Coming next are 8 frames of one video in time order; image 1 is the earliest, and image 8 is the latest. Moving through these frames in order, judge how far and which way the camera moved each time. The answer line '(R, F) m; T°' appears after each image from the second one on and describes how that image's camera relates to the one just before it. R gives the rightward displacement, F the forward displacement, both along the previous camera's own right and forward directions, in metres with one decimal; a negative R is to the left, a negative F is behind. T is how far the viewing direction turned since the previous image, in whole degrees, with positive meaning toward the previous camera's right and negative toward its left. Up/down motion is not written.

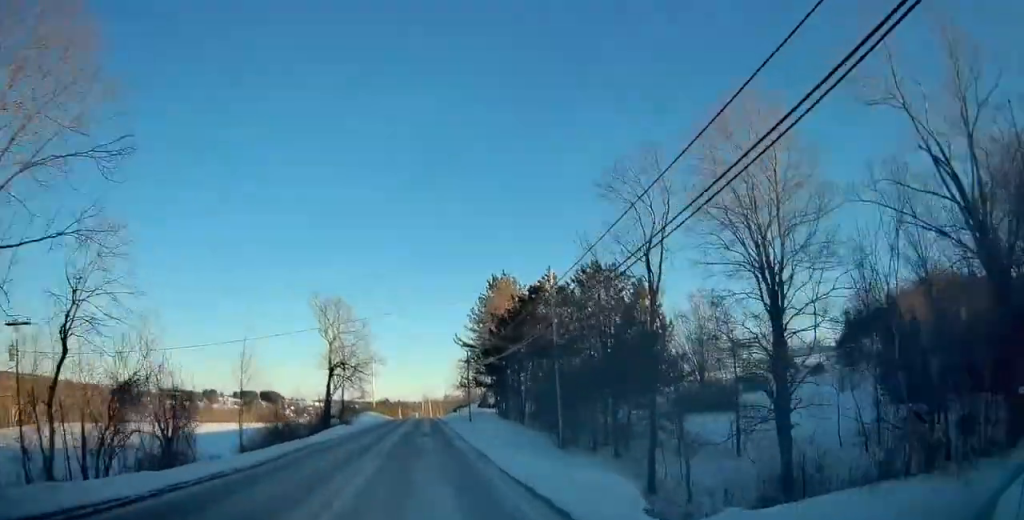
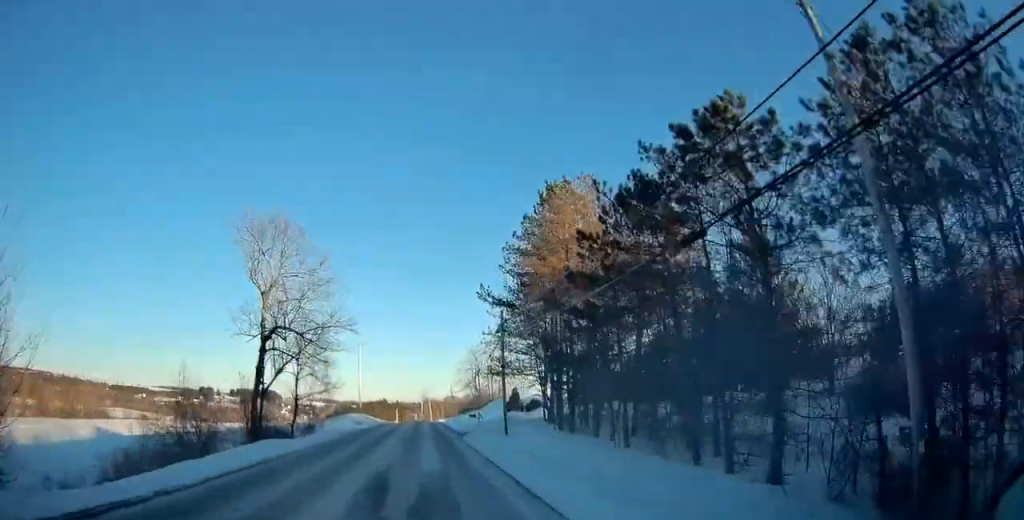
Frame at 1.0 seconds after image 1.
(-0.3, +24.8) m; 0°
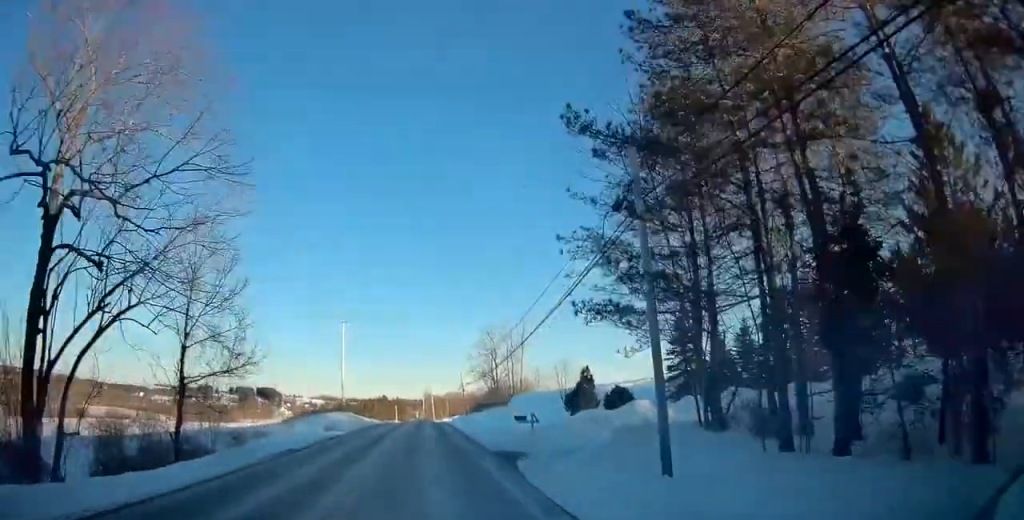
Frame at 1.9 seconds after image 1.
(-0.1, +21.5) m; 0°
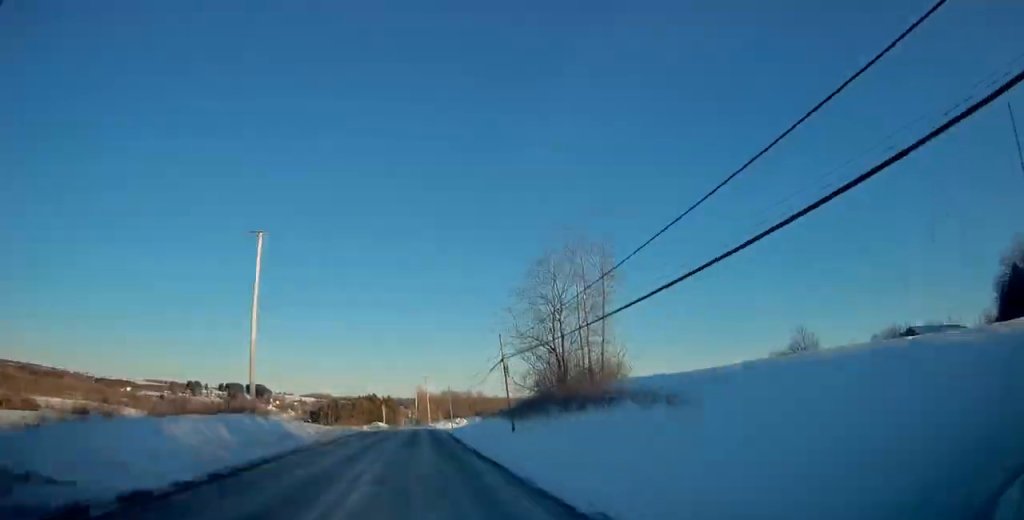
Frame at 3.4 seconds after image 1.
(+0.3, +37.9) m; 0°
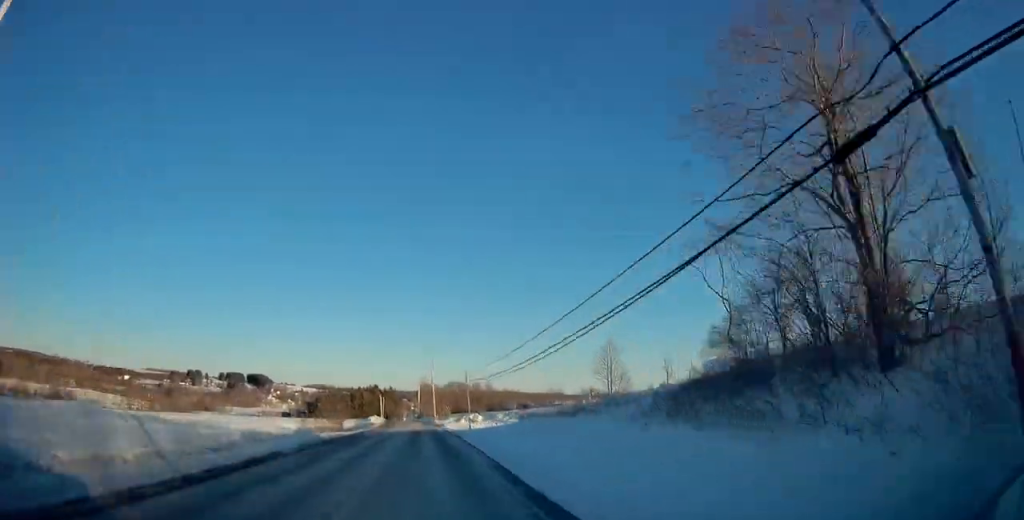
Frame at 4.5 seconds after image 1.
(0.0, +28.0) m; 0°
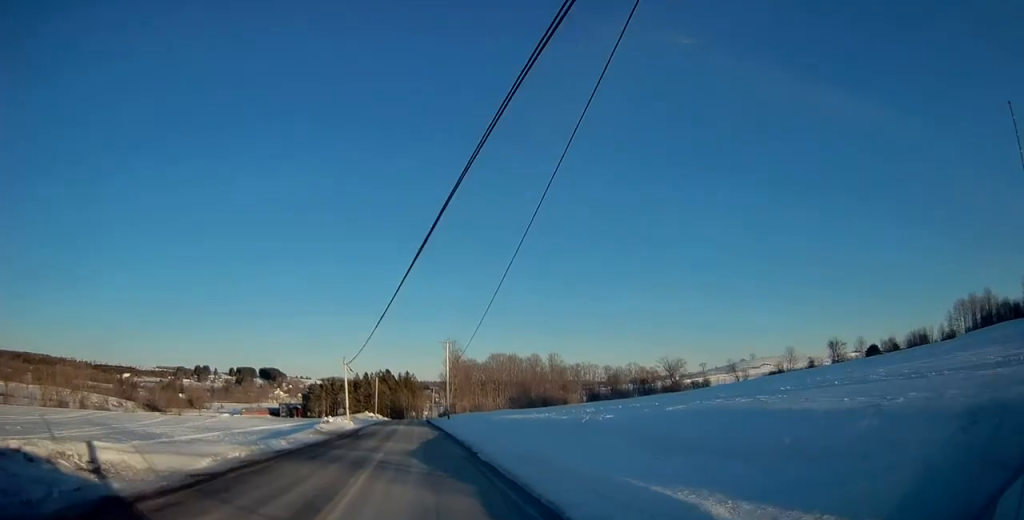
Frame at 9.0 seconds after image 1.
(-2.0, +110.2) m; -3°
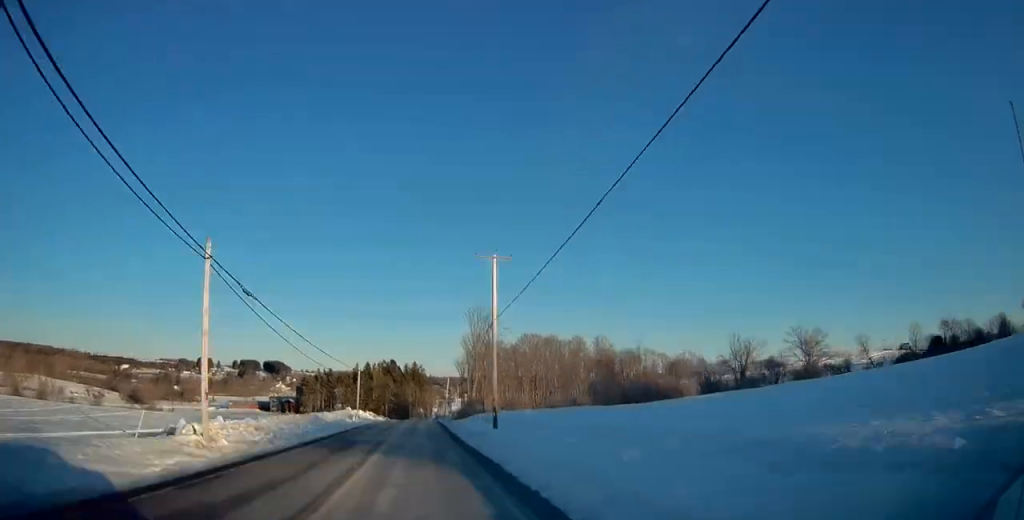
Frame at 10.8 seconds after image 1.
(-0.5, +44.9) m; 0°
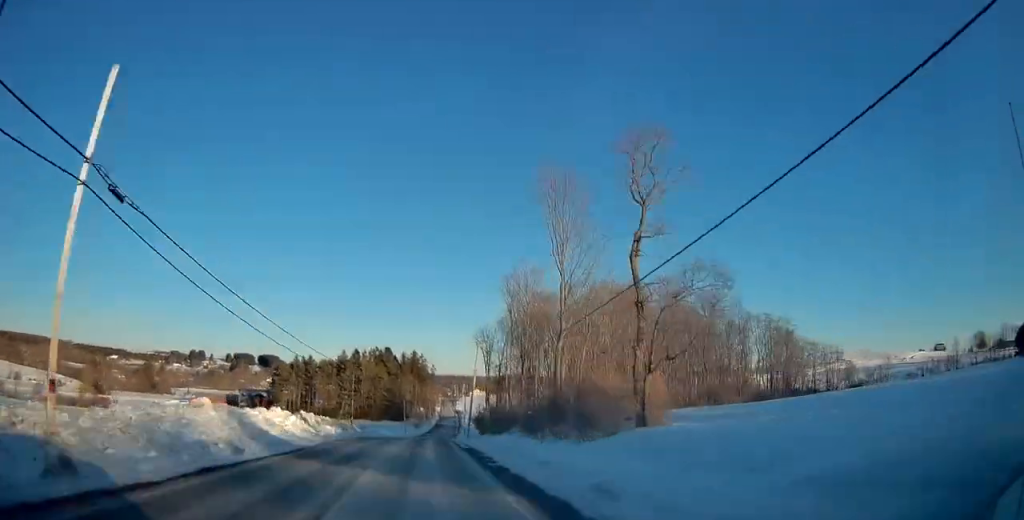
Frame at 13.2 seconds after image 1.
(+0.3, +60.7) m; +1°
